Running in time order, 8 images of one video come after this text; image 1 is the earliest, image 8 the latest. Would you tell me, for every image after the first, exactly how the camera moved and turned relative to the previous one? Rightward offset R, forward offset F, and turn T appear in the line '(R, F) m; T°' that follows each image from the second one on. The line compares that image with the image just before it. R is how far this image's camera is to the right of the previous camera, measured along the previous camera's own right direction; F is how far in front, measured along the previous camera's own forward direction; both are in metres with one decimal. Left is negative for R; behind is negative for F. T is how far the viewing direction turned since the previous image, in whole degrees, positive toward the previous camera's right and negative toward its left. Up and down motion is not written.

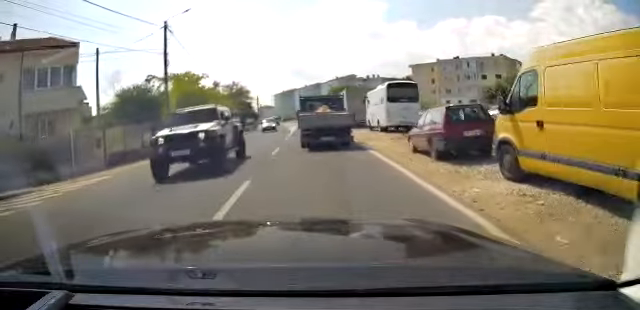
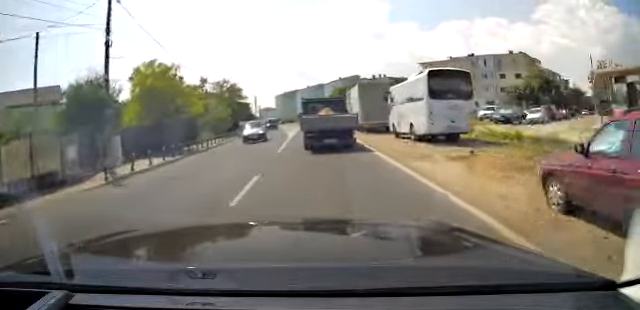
(0.0, +7.8) m; 0°
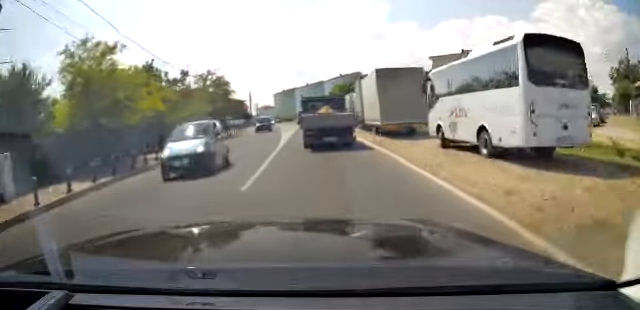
(0.0, +7.4) m; 0°
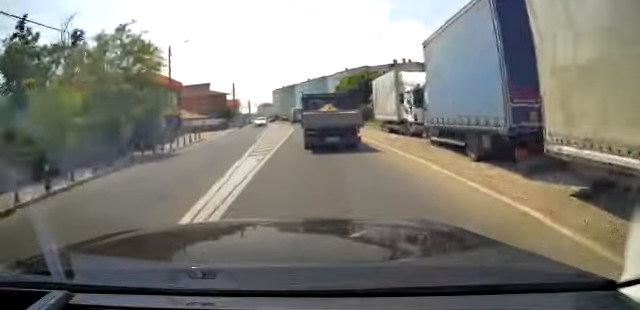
(+0.1, +20.5) m; +3°
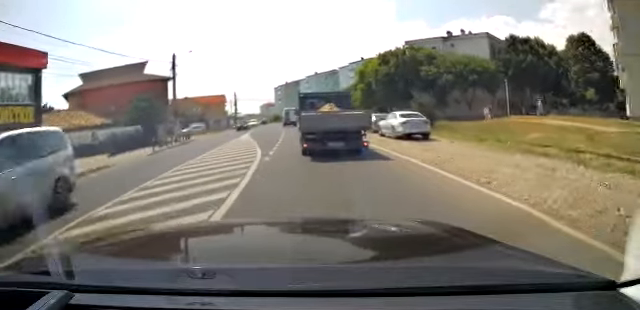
(+0.1, +32.9) m; -5°
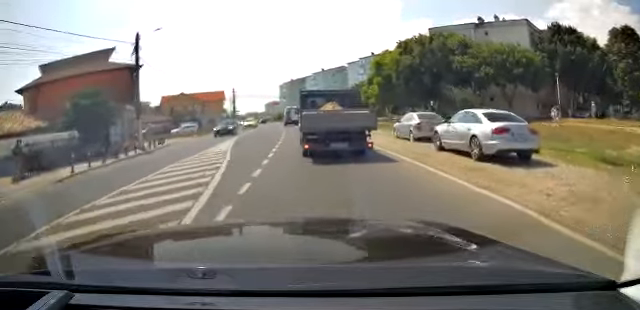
(0.0, +9.3) m; -3°
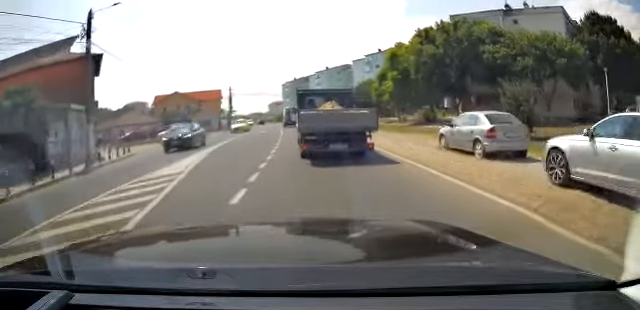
(-0.3, +6.9) m; -2°
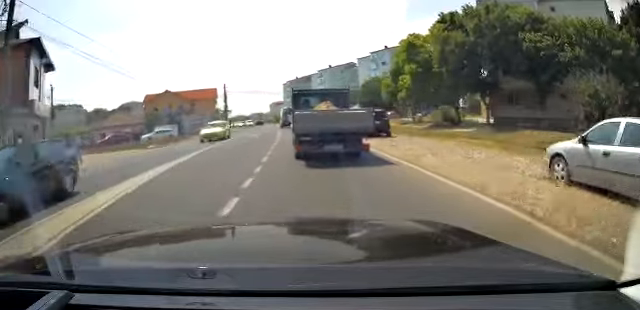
(-0.1, +7.1) m; -1°
